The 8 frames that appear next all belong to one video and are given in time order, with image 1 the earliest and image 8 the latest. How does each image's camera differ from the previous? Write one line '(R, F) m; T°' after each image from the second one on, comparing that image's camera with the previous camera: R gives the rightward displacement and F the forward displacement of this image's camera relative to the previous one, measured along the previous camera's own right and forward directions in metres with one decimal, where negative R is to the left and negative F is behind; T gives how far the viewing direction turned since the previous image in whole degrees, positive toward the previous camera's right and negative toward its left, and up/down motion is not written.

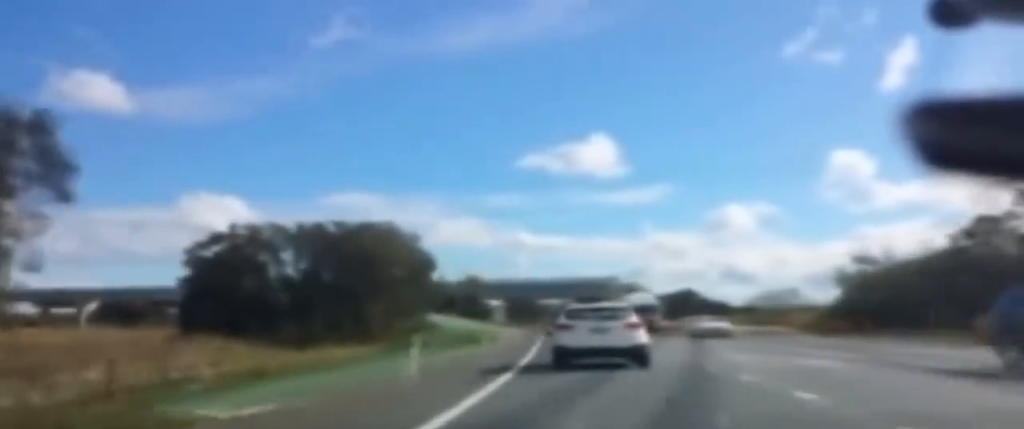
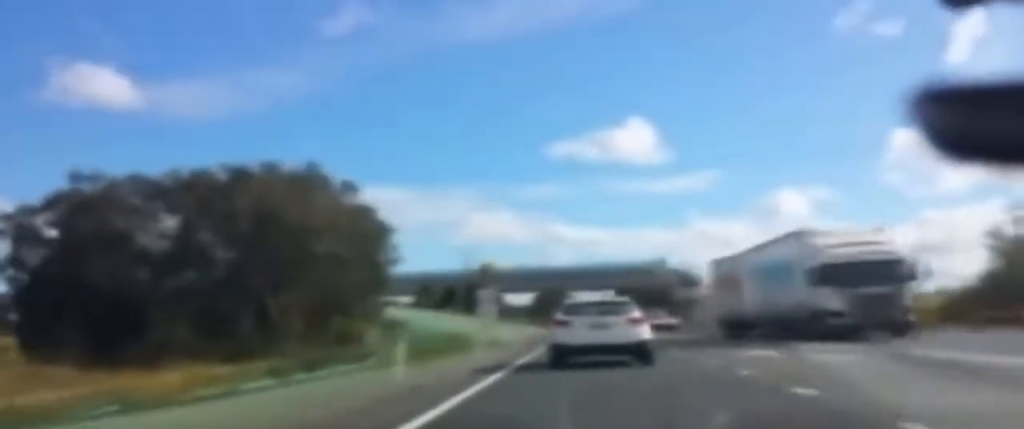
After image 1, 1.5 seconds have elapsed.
(-1.1, +23.8) m; -4°
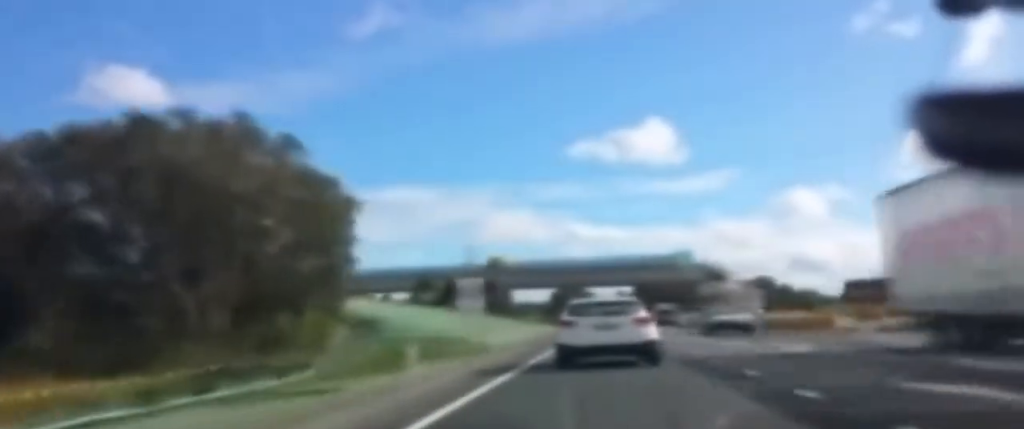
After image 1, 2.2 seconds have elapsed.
(-0.1, +11.8) m; -1°
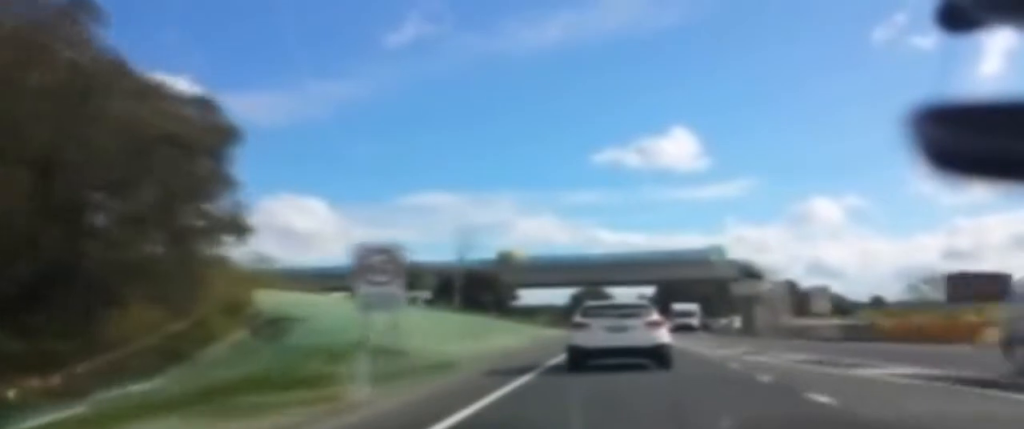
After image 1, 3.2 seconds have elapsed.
(-0.2, +16.1) m; 0°
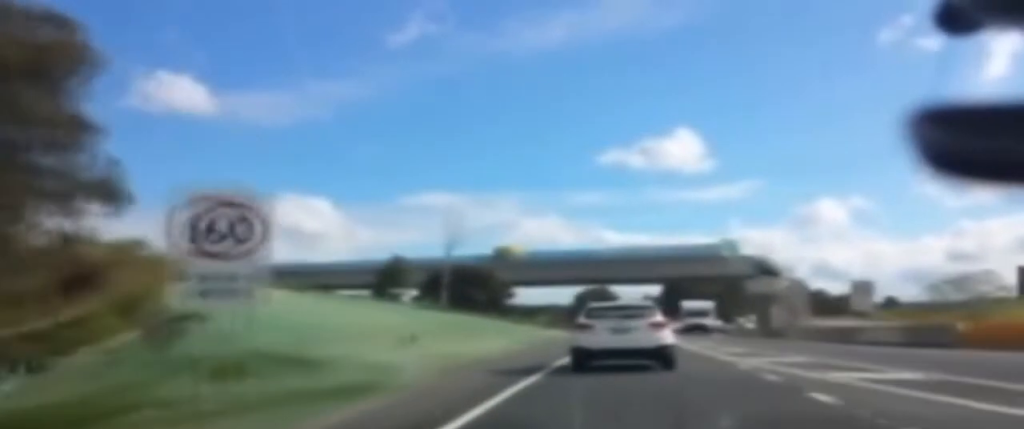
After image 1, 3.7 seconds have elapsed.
(0.0, +7.5) m; +1°
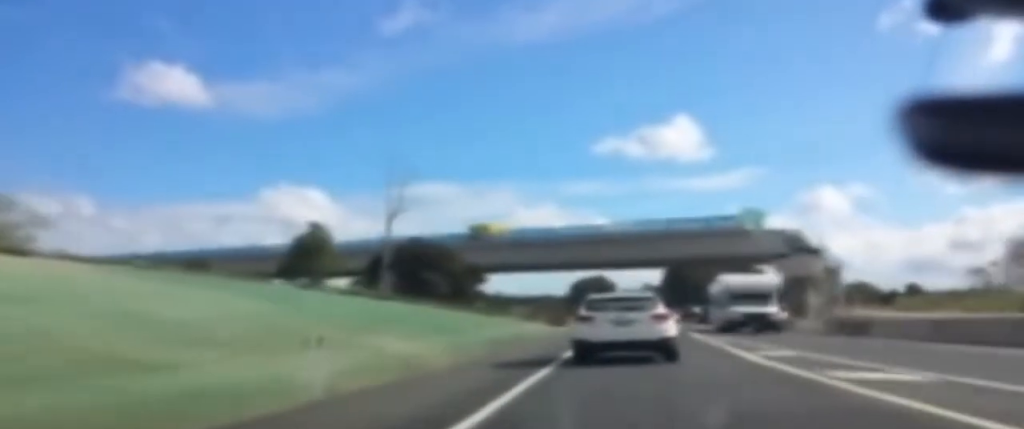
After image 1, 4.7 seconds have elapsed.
(+0.2, +16.4) m; +1°
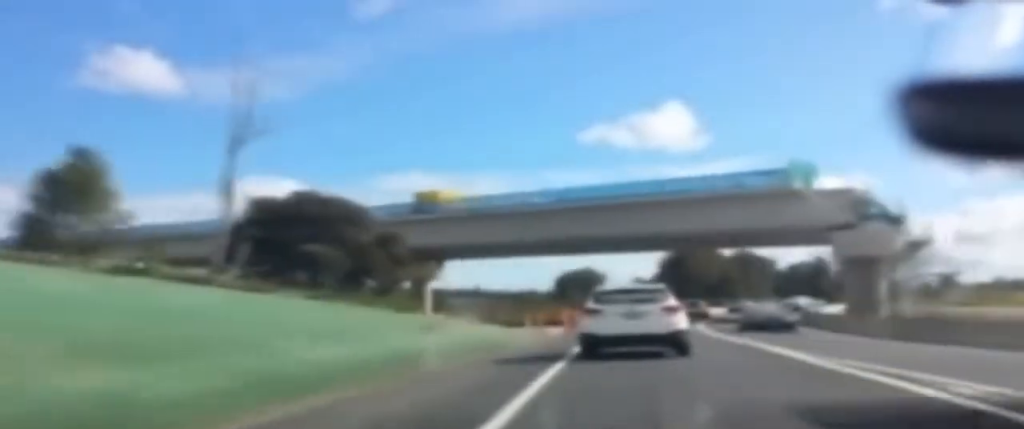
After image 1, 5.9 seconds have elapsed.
(+0.1, +18.9) m; -1°
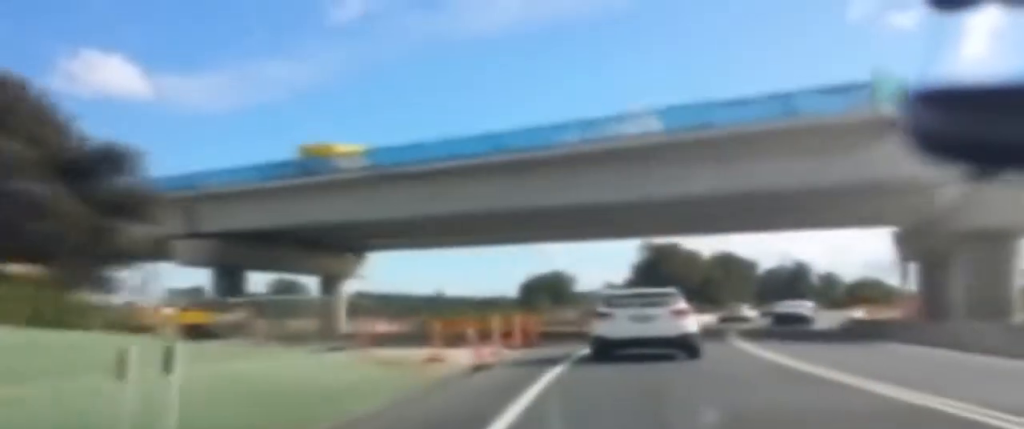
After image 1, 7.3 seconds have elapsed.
(-0.1, +22.0) m; +1°
